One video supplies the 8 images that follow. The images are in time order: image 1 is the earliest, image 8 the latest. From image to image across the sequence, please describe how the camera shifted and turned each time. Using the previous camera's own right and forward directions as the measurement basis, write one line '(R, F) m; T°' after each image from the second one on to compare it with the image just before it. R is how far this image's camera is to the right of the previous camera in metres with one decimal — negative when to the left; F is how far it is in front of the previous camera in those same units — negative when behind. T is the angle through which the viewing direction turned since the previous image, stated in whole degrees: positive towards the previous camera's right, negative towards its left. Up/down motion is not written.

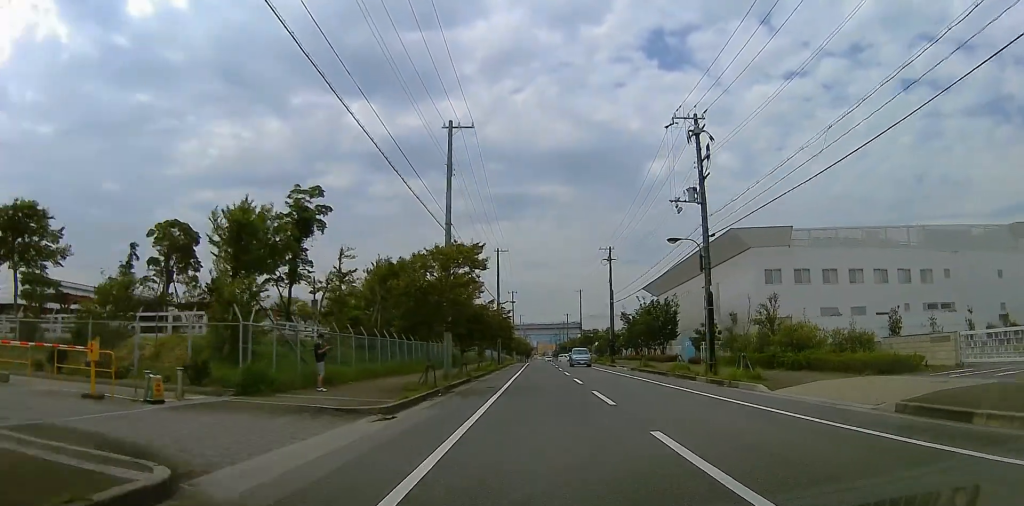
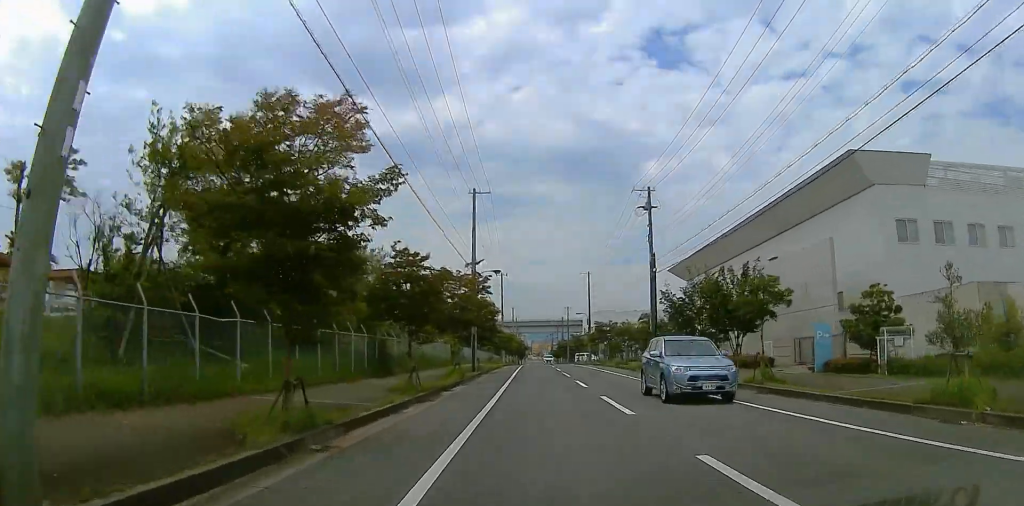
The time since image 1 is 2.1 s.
(+2.1, +22.2) m; +6°
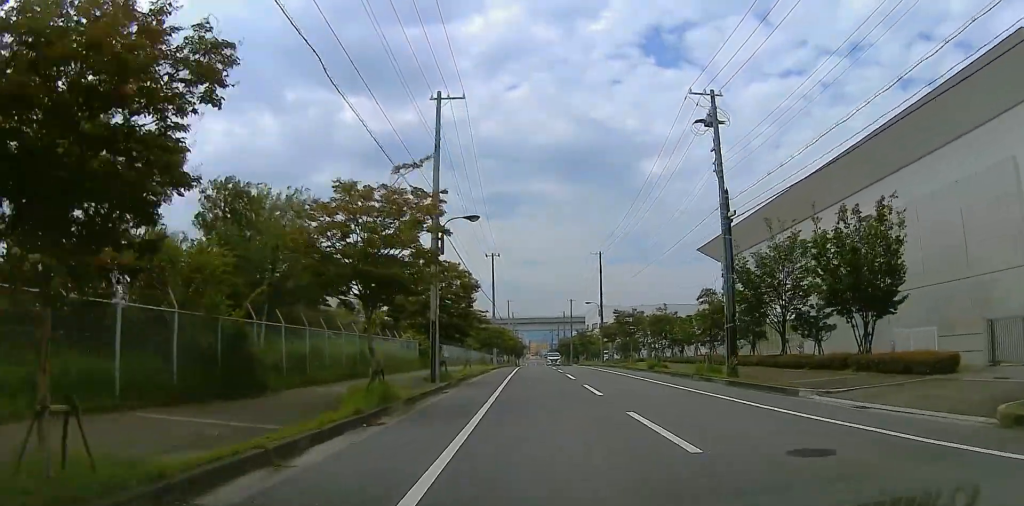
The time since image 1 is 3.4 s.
(-0.7, +14.9) m; -3°
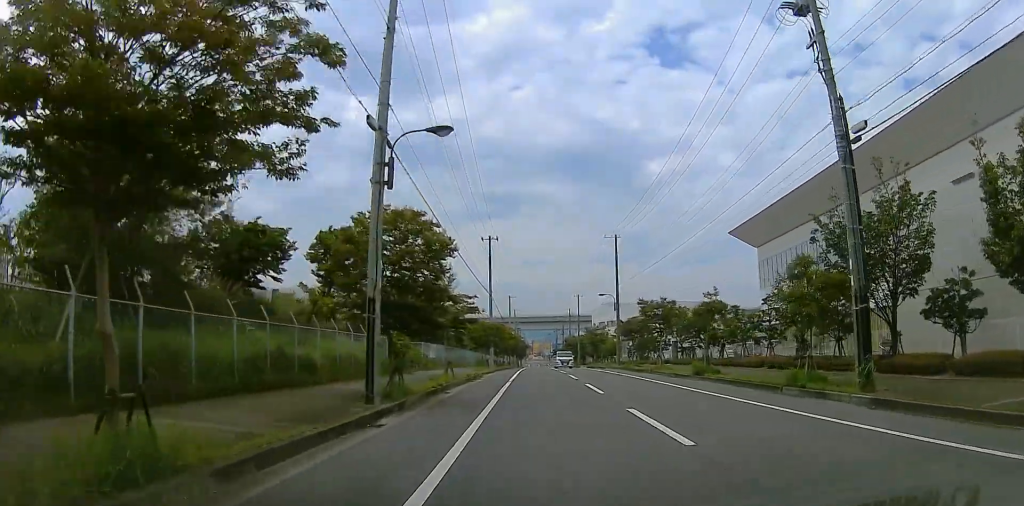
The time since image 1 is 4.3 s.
(0.0, +9.2) m; 0°
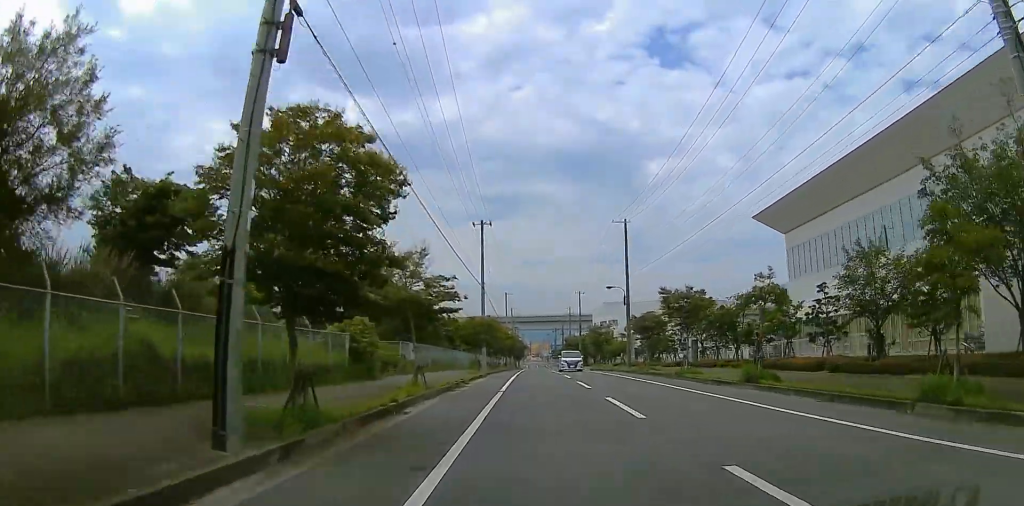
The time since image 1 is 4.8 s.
(0.0, +6.4) m; 0°
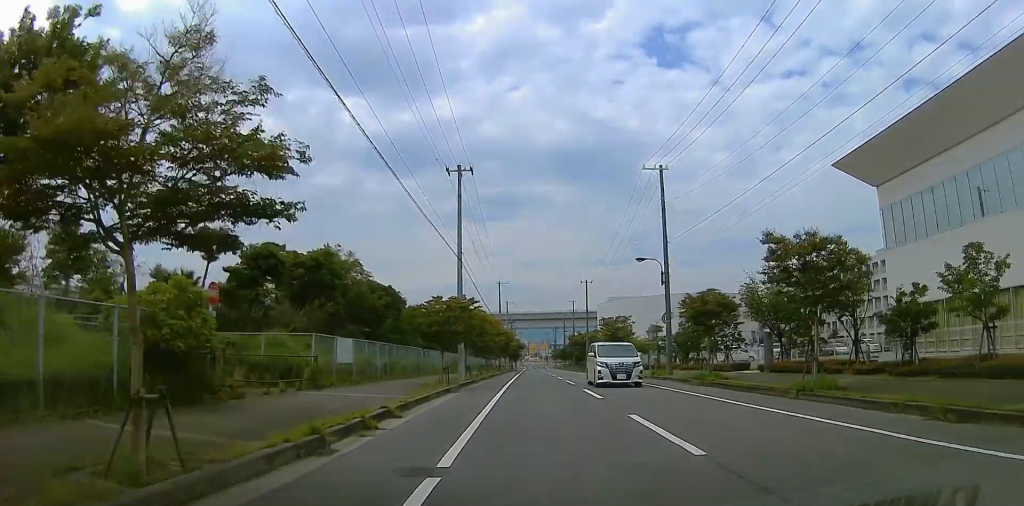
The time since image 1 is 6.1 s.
(+0.1, +13.9) m; +3°
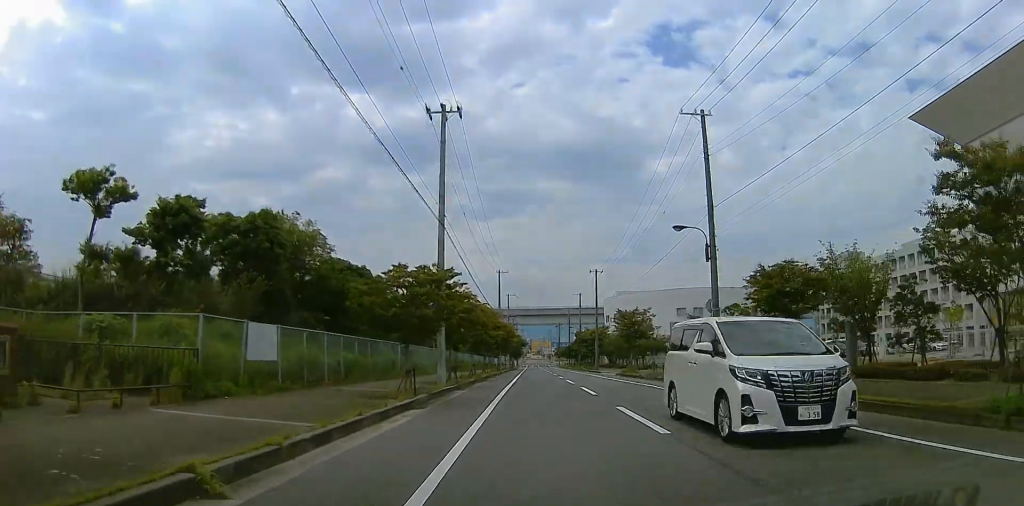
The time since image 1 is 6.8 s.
(+0.4, +8.1) m; 0°
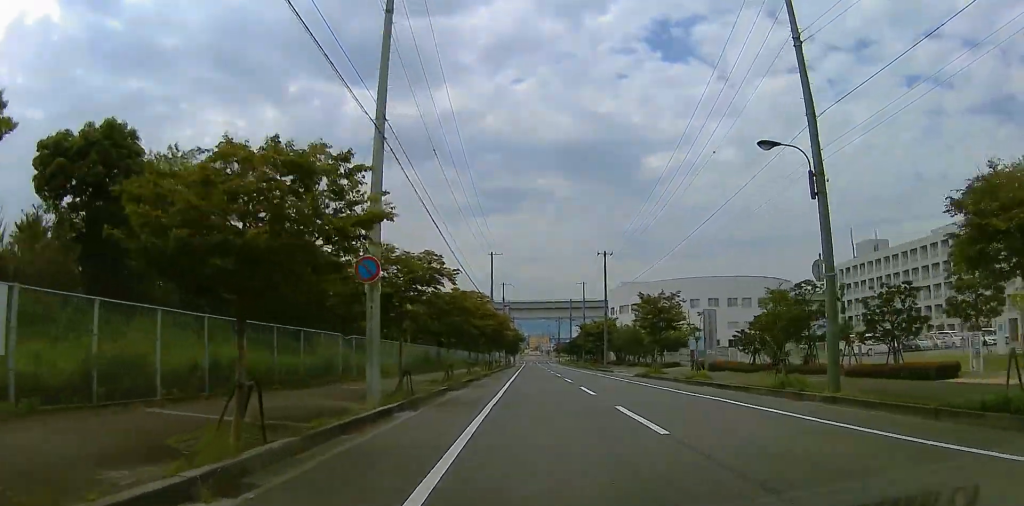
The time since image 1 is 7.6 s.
(-0.1, +10.3) m; 0°
